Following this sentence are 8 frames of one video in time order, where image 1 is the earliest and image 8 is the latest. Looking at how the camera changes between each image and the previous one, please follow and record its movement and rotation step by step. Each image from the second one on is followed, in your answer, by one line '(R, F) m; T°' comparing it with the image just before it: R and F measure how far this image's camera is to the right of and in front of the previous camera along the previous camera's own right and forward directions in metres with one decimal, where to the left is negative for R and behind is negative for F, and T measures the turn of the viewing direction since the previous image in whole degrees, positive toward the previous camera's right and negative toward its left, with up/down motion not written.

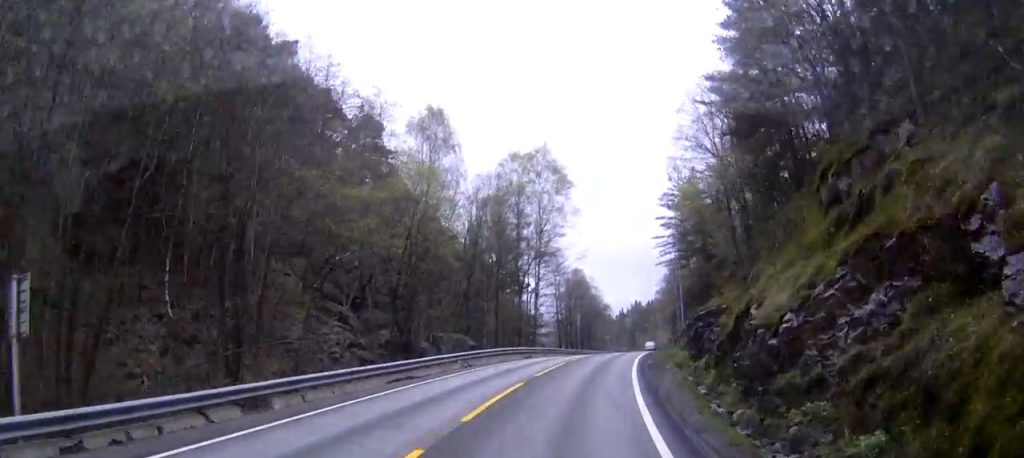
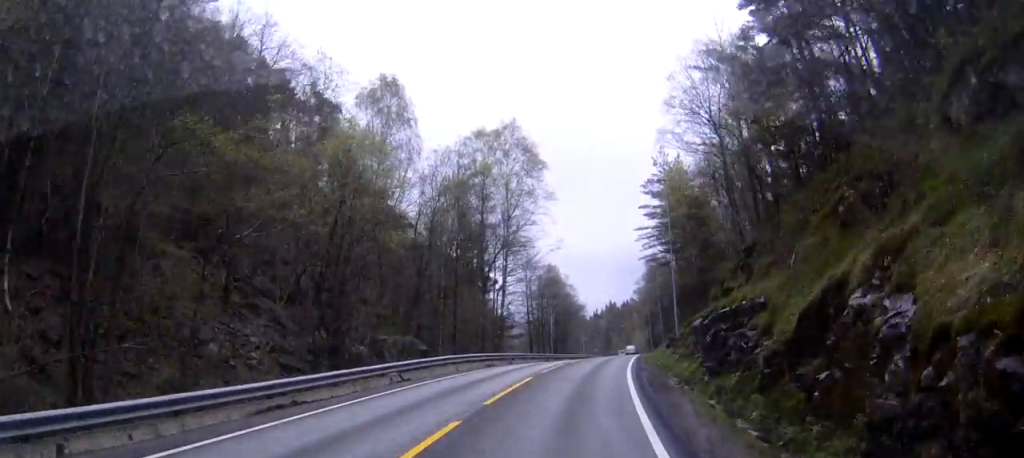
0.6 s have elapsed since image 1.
(+0.1, +9.8) m; 0°
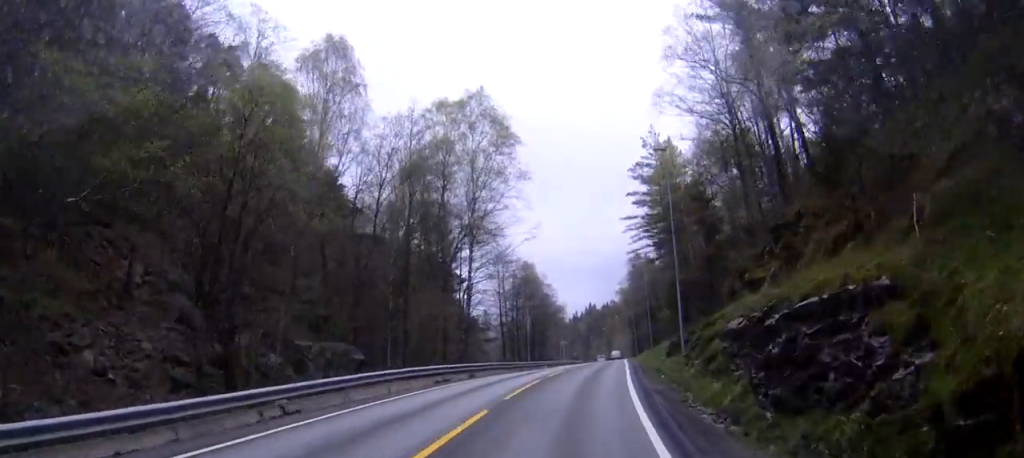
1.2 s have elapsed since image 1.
(-0.1, +10.5) m; +1°
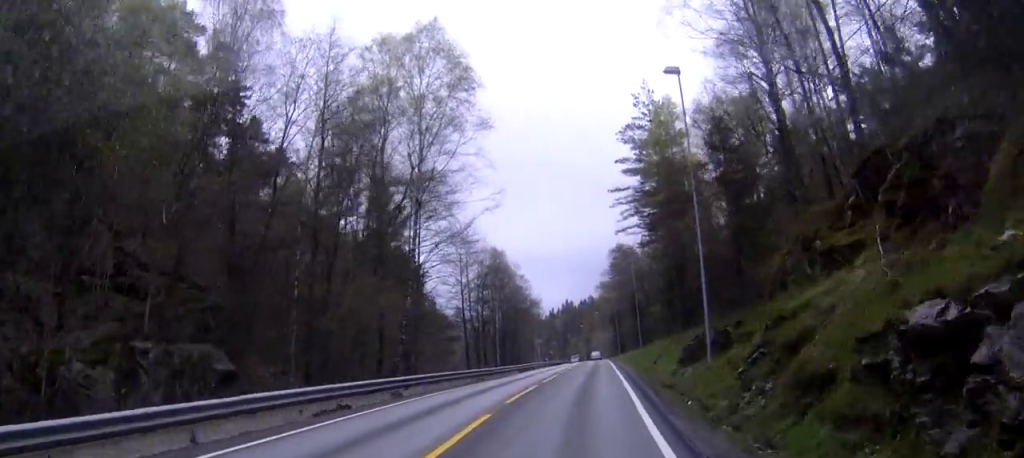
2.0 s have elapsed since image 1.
(+0.1, +13.4) m; +3°
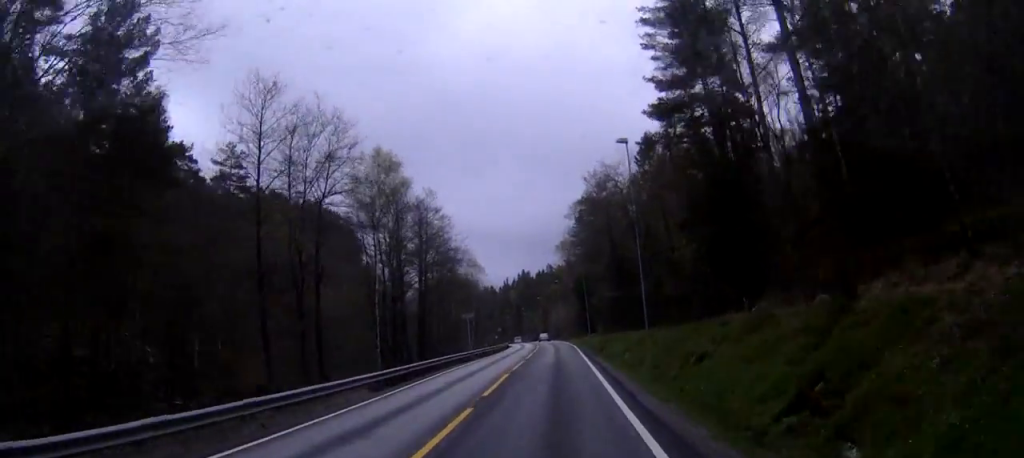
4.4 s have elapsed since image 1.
(+4.3, +40.4) m; +8°
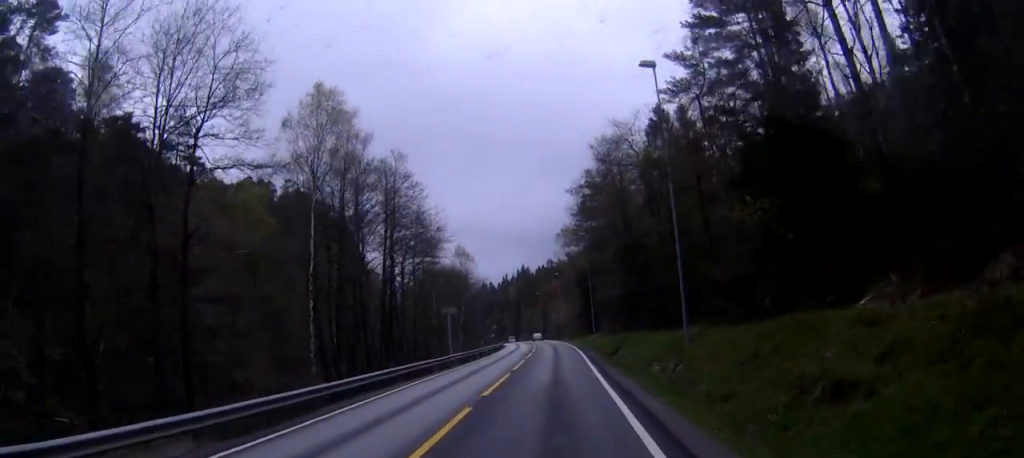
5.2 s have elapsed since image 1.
(-0.2, +13.0) m; -1°
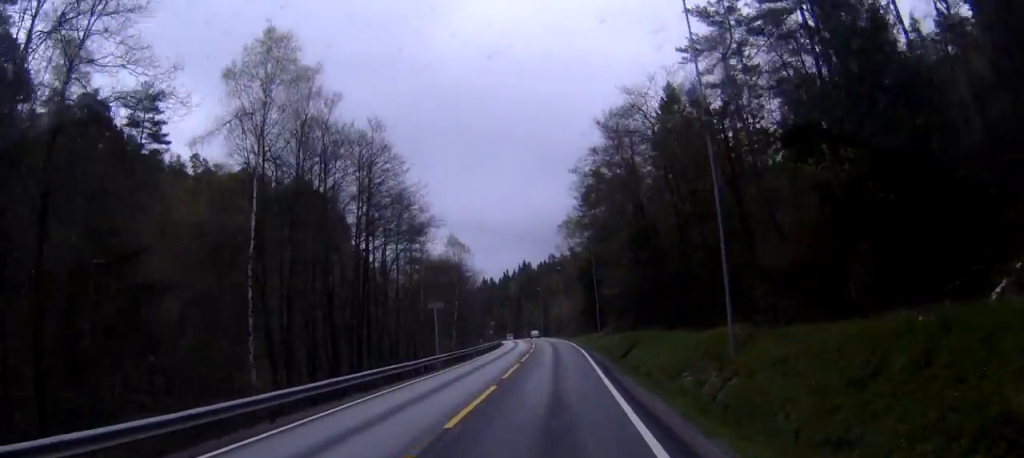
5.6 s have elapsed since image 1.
(-0.1, +7.3) m; 0°
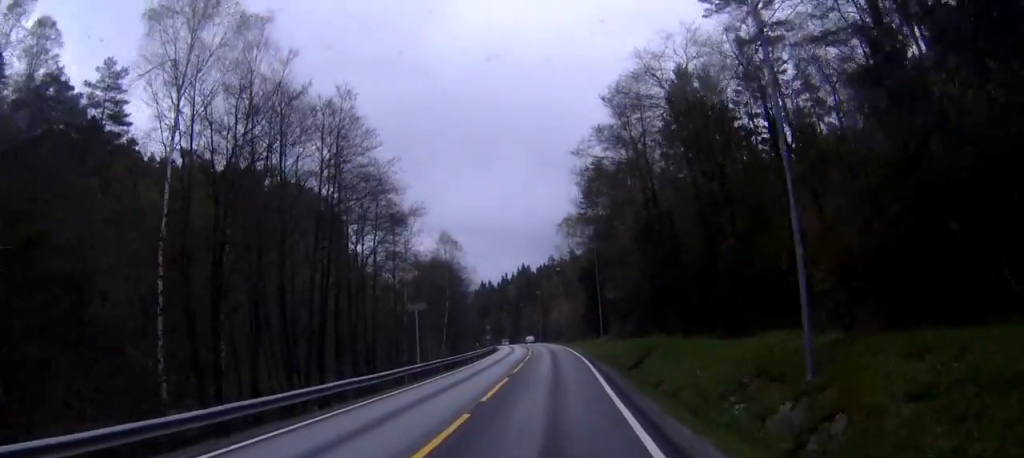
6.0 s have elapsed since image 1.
(+0.1, +6.7) m; 0°
